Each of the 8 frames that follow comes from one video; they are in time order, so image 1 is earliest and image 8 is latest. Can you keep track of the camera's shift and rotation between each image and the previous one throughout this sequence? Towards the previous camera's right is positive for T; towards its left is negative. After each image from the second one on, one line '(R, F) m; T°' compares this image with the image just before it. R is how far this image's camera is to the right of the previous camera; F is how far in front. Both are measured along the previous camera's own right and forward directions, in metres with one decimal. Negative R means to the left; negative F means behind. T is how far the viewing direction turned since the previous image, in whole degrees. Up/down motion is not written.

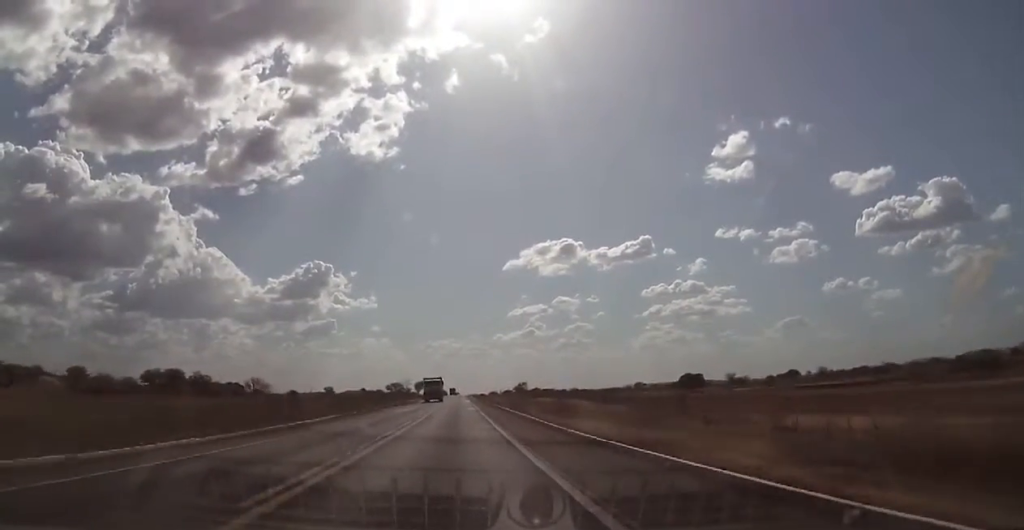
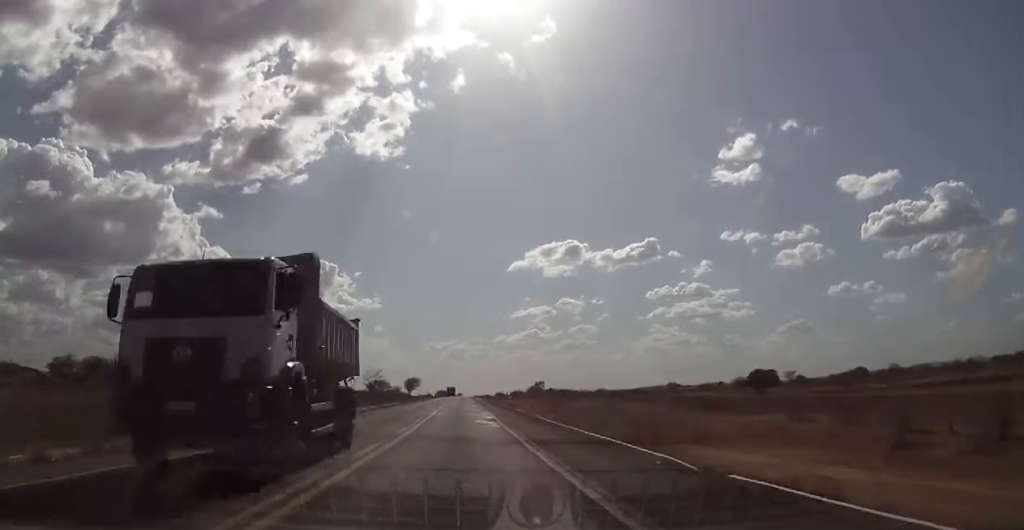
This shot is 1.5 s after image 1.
(-0.3, +56.7) m; -1°
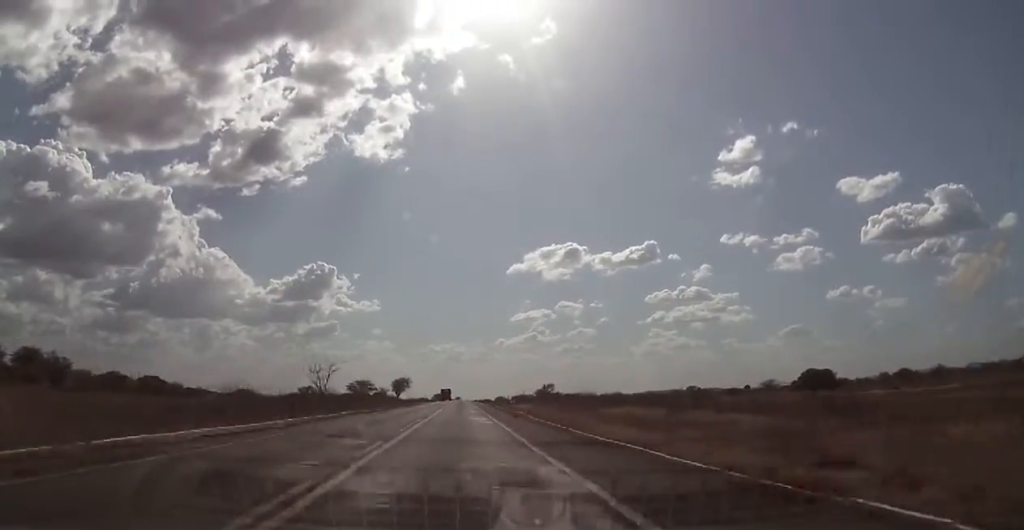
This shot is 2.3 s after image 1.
(0.0, +31.9) m; -1°
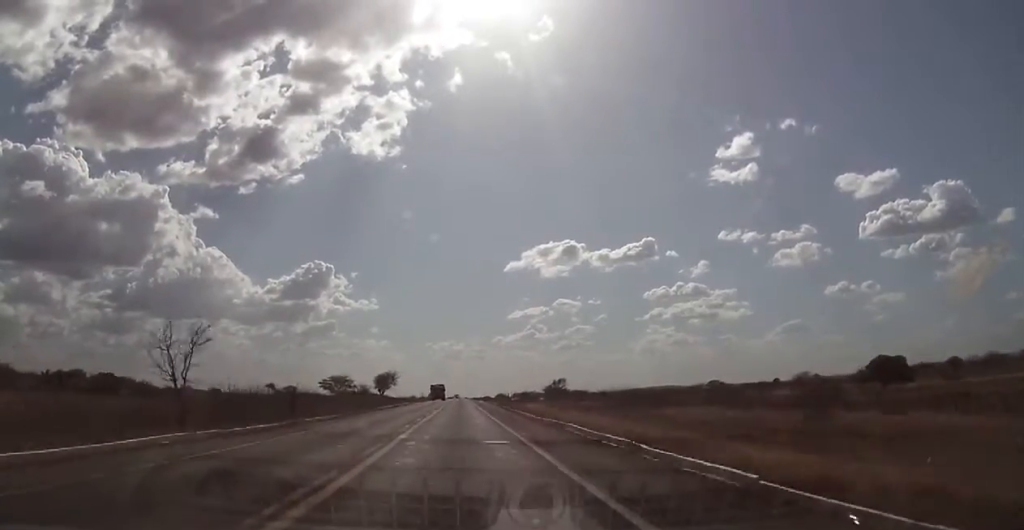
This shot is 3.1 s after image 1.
(-0.3, +30.4) m; 0°
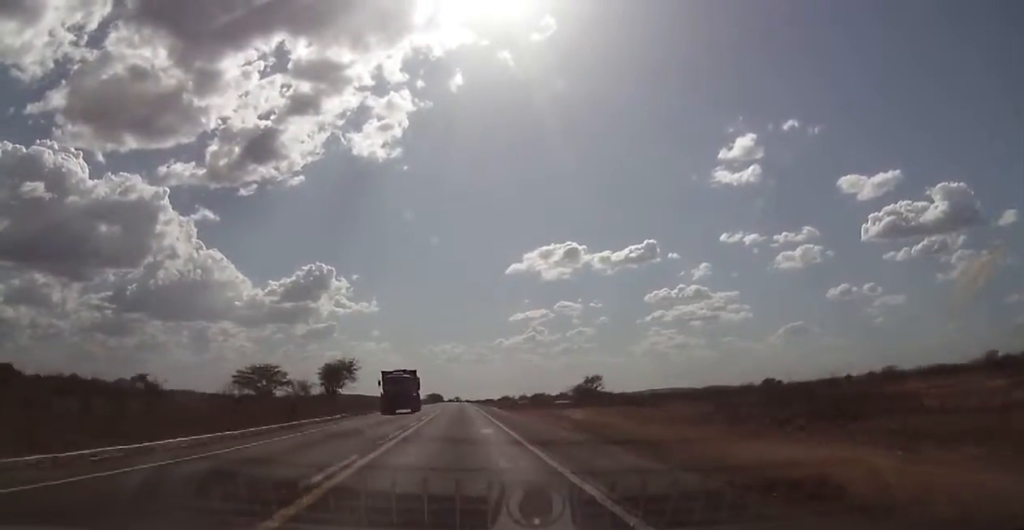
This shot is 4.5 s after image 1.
(+0.6, +52.9) m; +1°
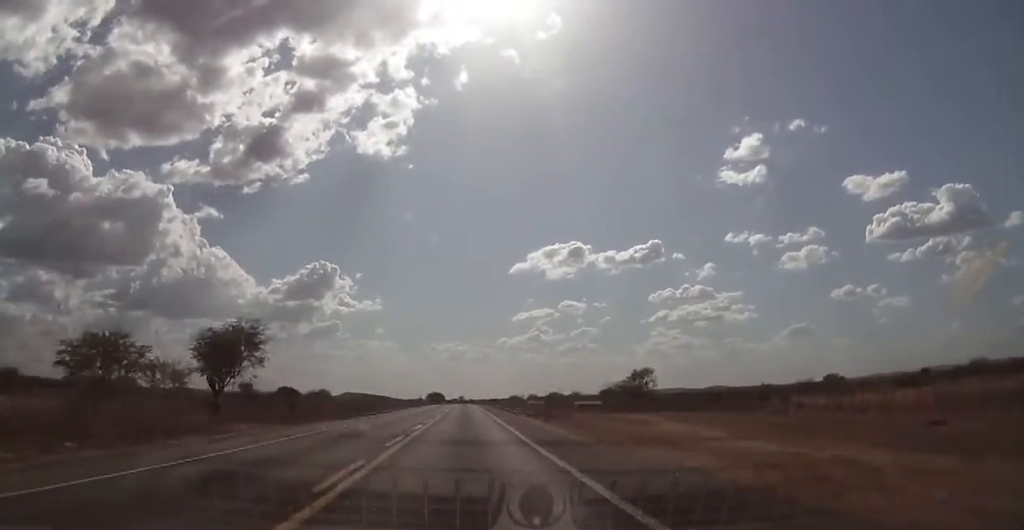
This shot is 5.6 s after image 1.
(-0.3, +39.9) m; 0°
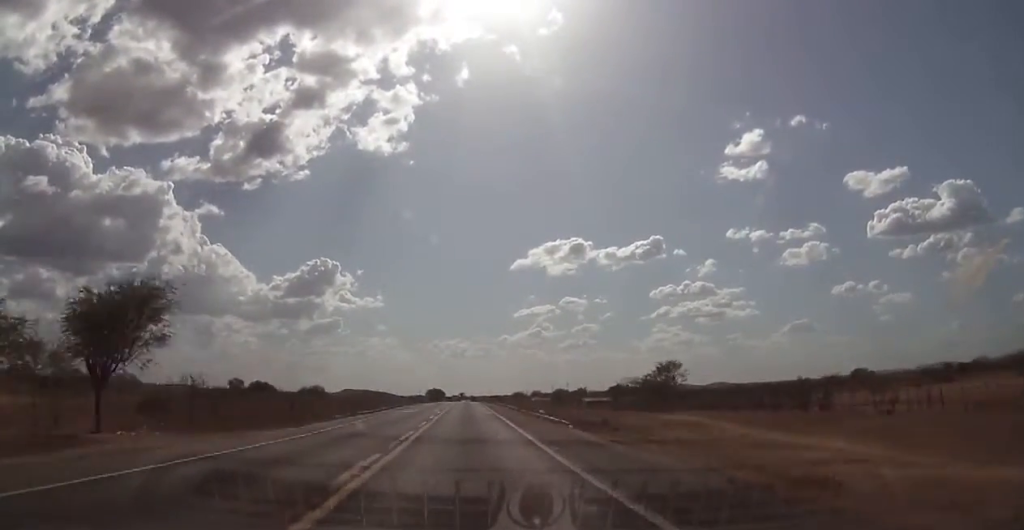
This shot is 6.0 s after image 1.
(0.0, +14.9) m; 0°
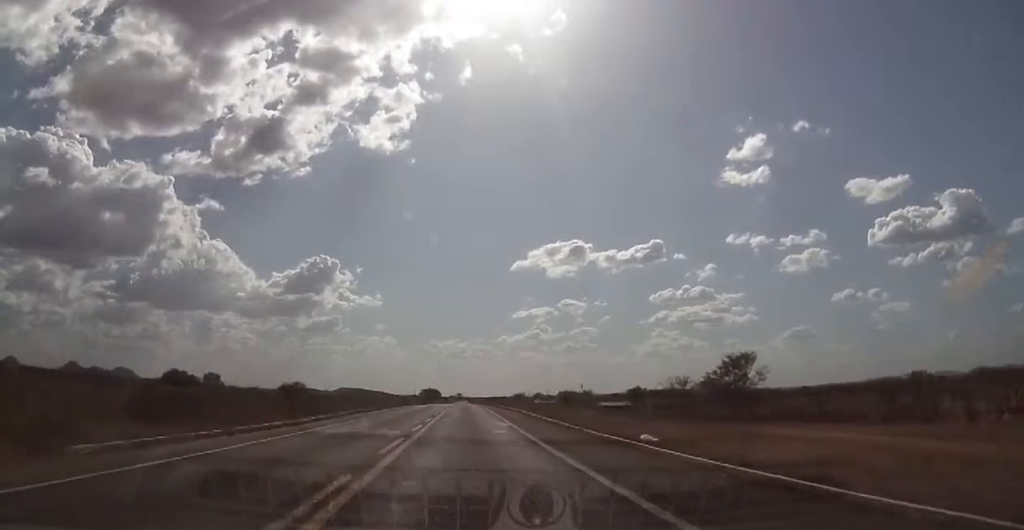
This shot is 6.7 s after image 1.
(0.0, +27.3) m; 0°
